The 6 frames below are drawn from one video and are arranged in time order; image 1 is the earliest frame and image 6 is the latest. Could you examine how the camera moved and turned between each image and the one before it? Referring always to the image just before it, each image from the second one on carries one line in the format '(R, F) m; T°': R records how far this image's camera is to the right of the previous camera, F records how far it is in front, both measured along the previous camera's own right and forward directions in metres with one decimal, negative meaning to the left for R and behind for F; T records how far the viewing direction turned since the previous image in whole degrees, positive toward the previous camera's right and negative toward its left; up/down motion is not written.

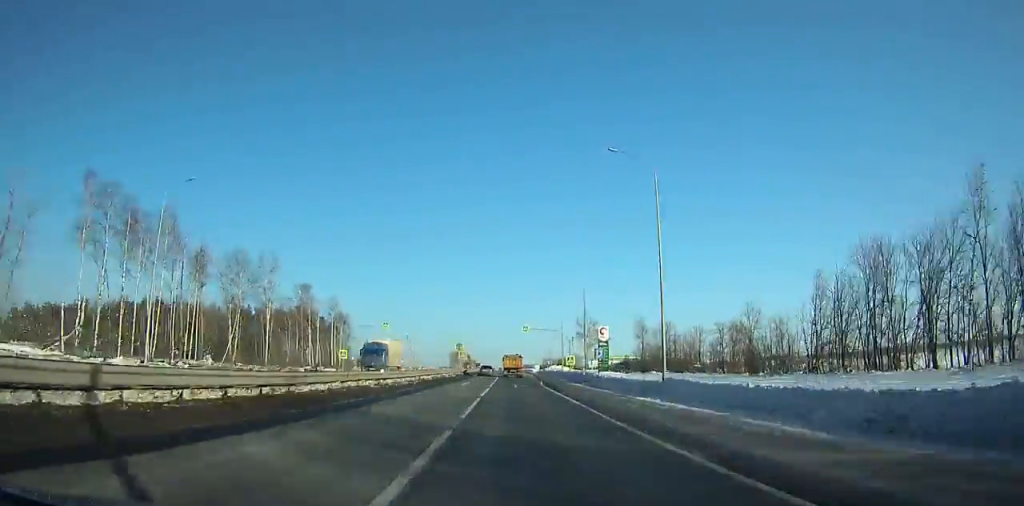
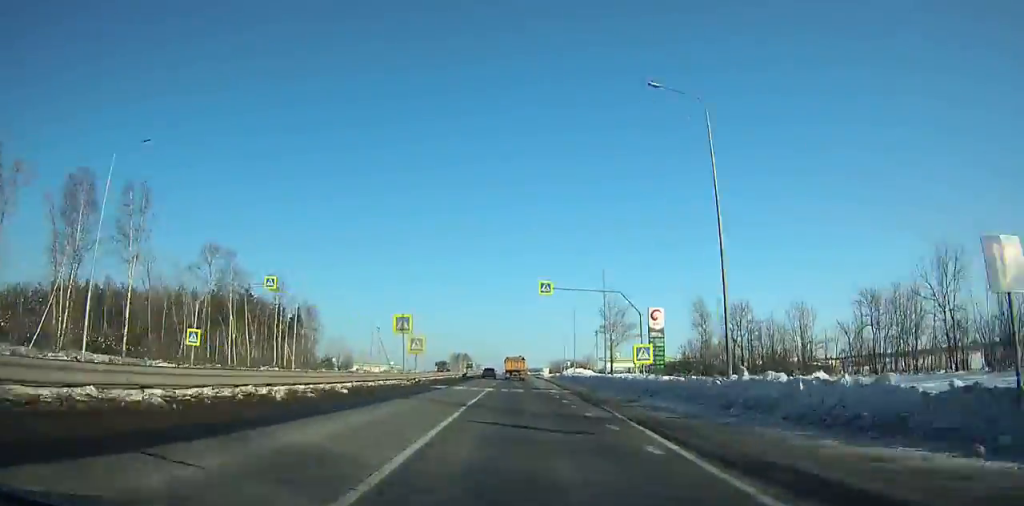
(-0.3, +46.7) m; 0°
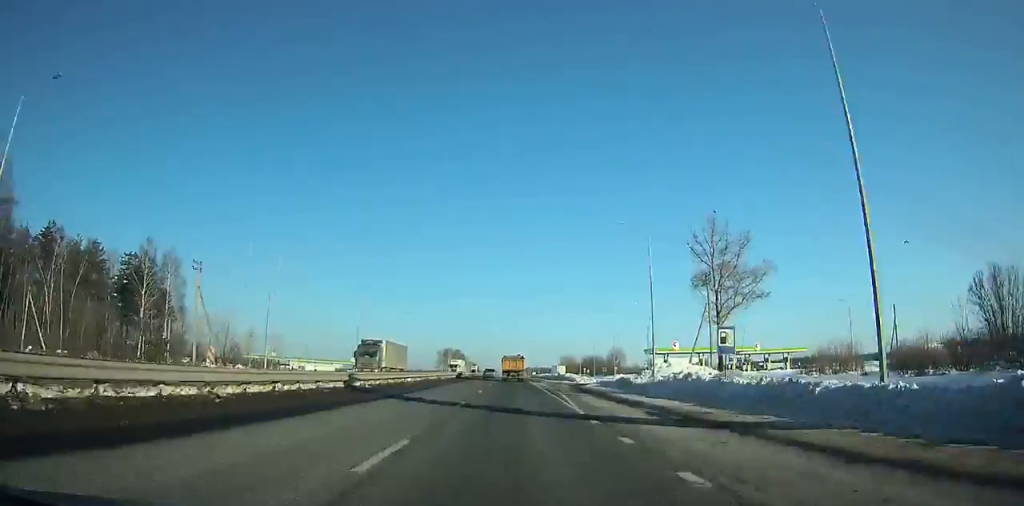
(-0.4, +83.5) m; 0°
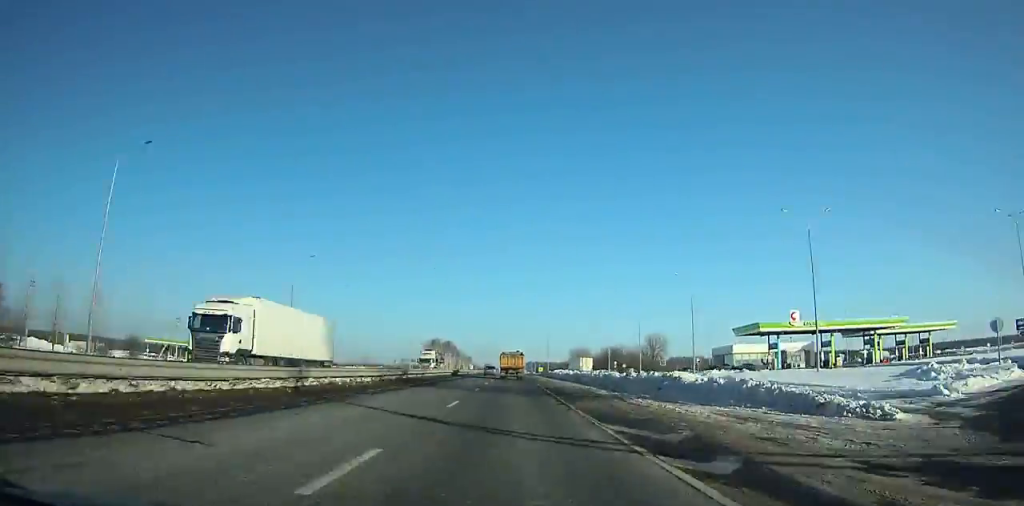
(+0.1, +62.8) m; 0°
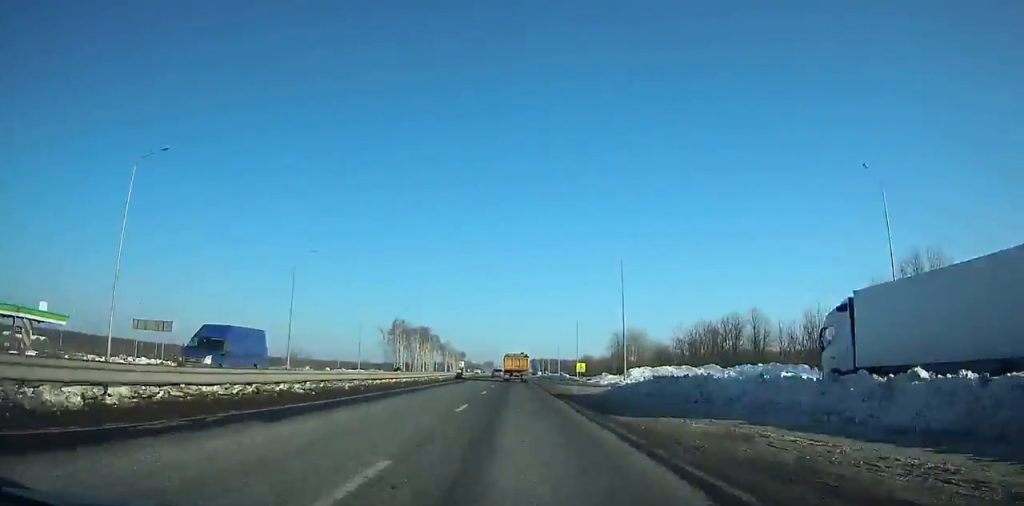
(-0.7, +112.8) m; -1°
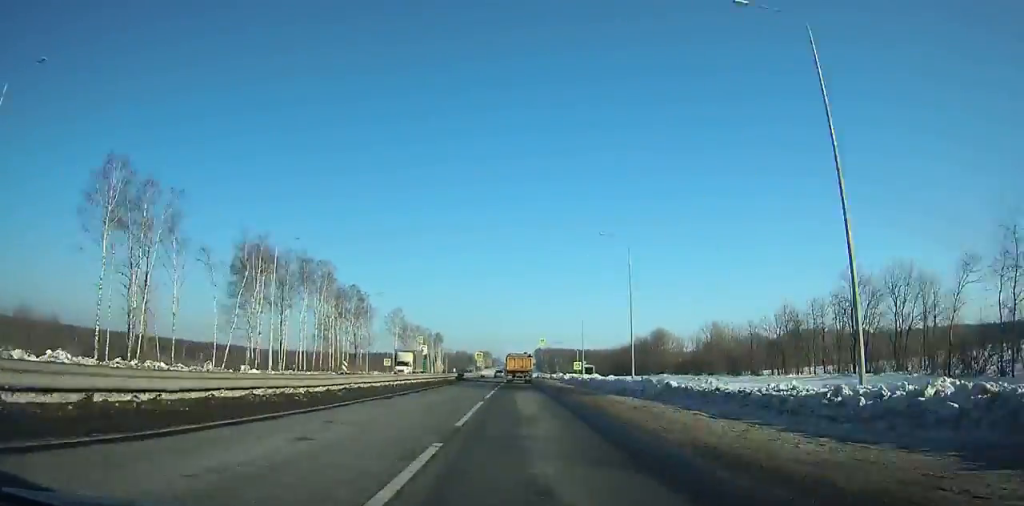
(+0.4, +142.4) m; 0°
